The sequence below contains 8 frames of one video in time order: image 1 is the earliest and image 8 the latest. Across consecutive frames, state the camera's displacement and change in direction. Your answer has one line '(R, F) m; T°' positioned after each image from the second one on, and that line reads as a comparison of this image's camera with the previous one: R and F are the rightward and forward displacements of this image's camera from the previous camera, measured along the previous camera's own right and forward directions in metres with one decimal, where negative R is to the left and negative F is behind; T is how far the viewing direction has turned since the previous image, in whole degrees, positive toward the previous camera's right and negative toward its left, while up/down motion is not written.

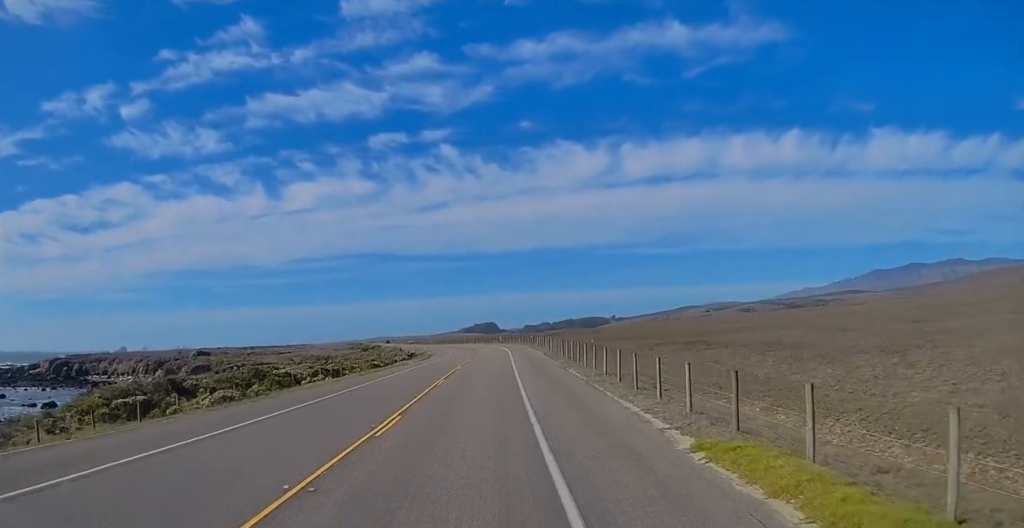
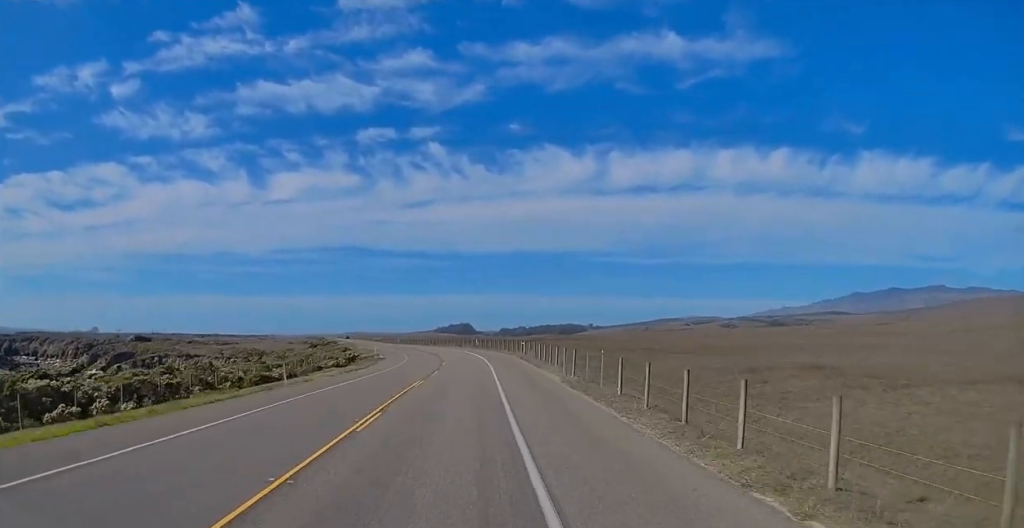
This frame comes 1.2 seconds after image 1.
(-0.2, +28.2) m; +2°
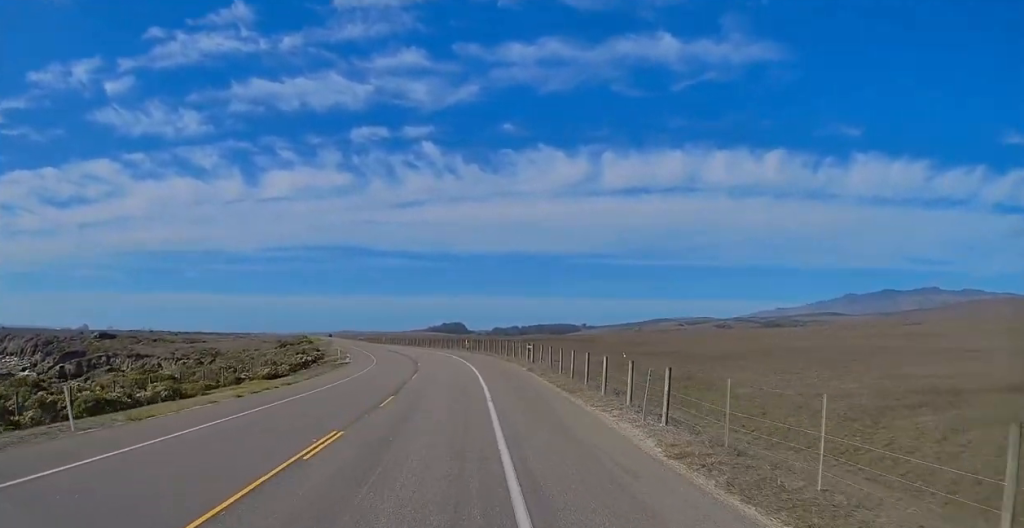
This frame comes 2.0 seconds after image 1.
(+0.6, +19.6) m; 0°
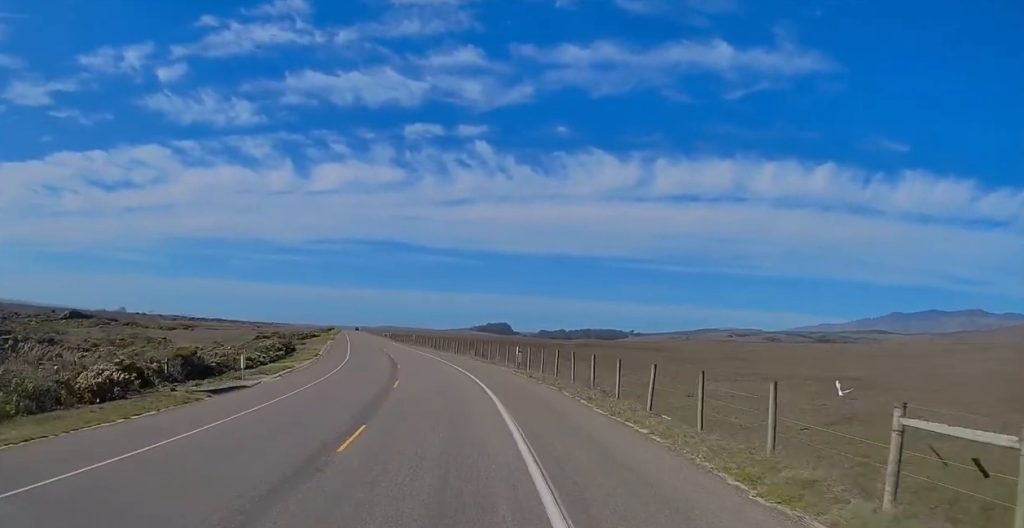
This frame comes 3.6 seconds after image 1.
(-0.2, +38.2) m; -3°
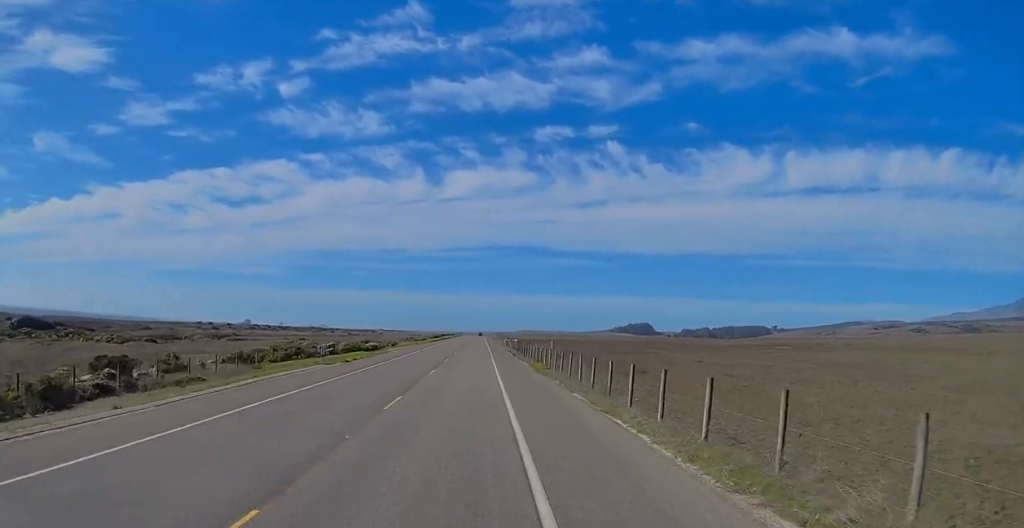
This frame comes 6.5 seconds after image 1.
(-6.4, +65.1) m; -10°
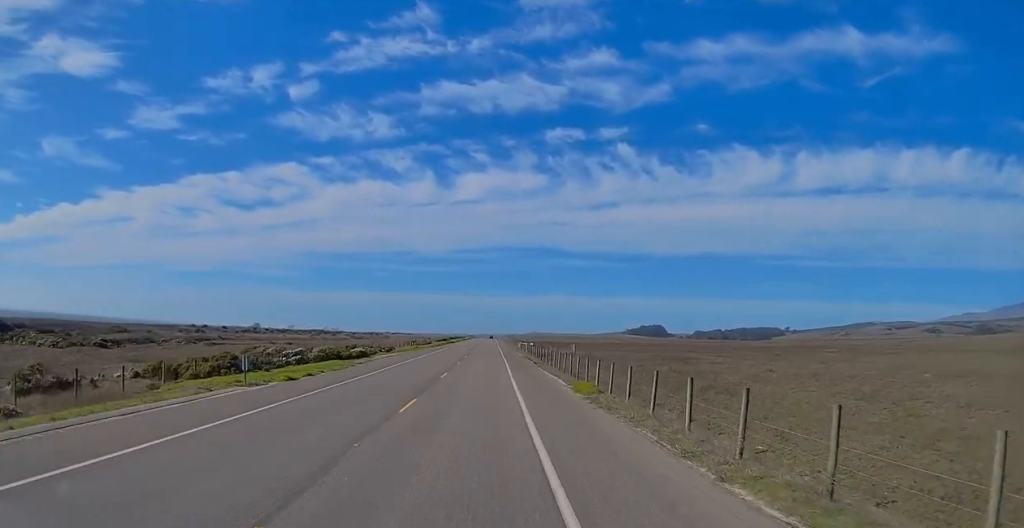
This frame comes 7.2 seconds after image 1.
(-0.5, +16.3) m; -1°
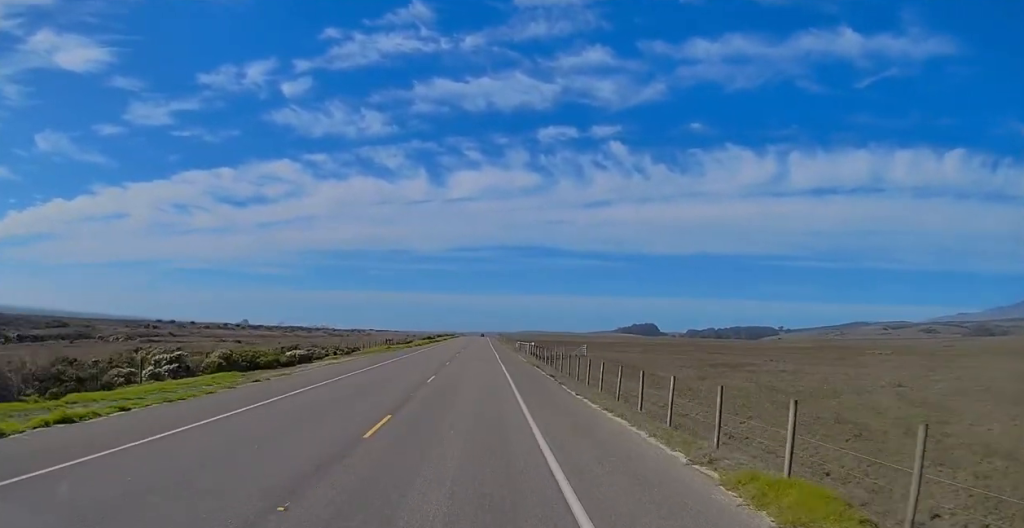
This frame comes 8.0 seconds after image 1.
(-0.2, +20.4) m; -1°
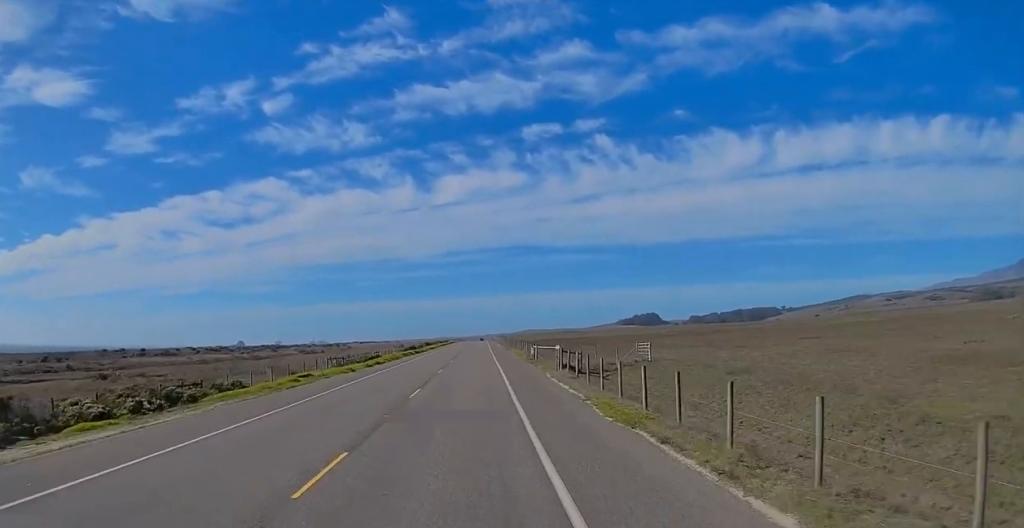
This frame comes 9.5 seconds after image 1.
(-0.1, +32.6) m; 0°
